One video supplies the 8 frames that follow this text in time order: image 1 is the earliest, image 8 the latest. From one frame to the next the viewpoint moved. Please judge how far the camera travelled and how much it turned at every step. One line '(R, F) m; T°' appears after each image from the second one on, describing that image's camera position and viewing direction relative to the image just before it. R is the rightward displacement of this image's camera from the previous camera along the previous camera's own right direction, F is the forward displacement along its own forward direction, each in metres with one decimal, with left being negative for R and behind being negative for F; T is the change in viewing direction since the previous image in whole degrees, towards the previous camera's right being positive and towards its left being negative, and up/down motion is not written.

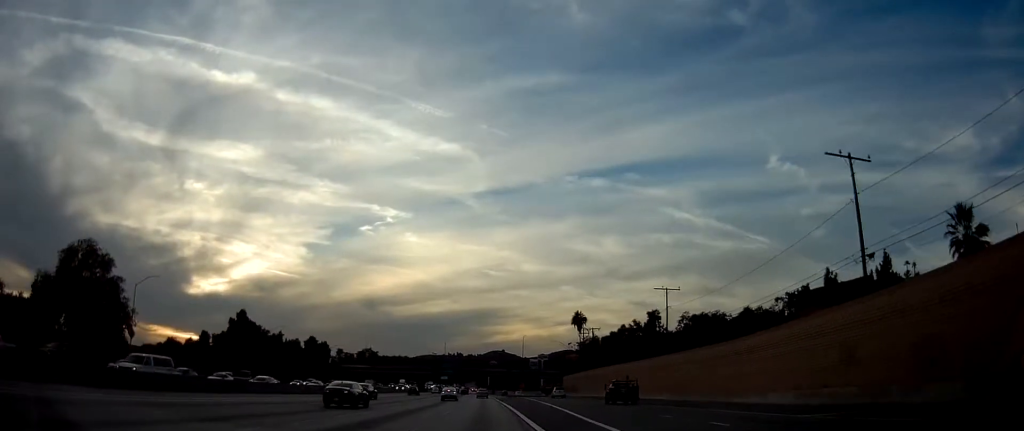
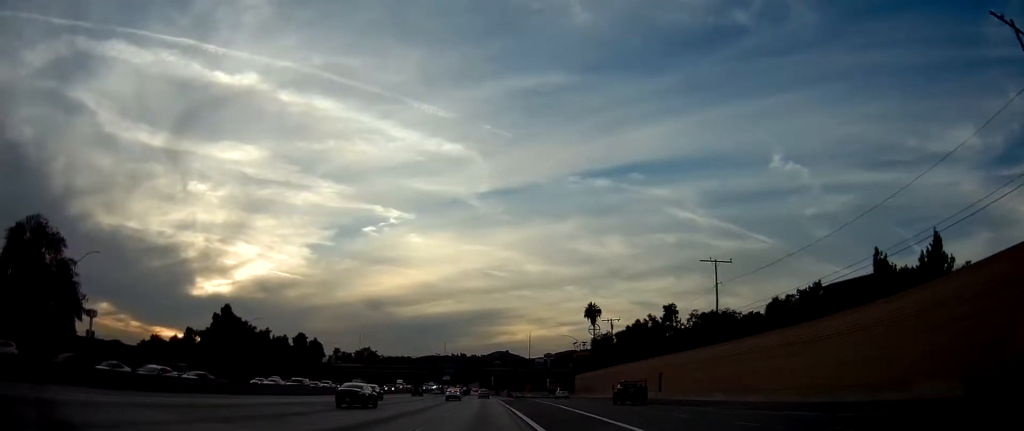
(-0.1, +14.7) m; -1°
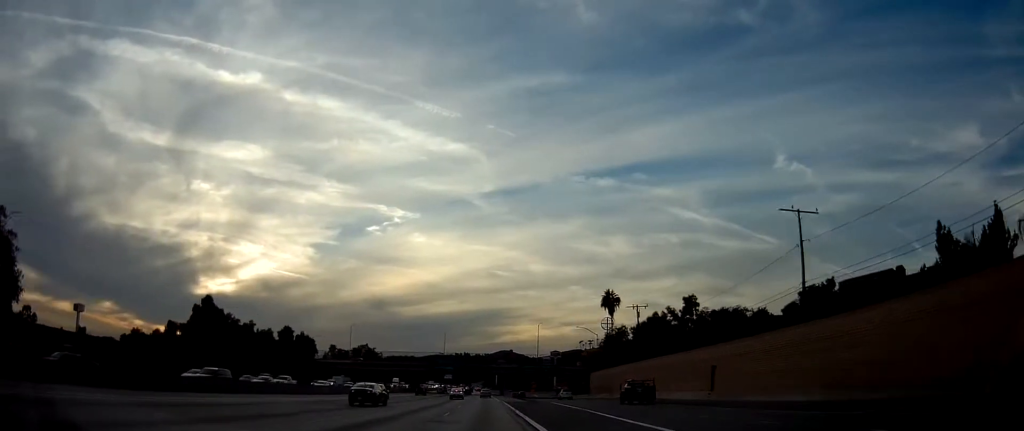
(-0.1, +15.6) m; -1°
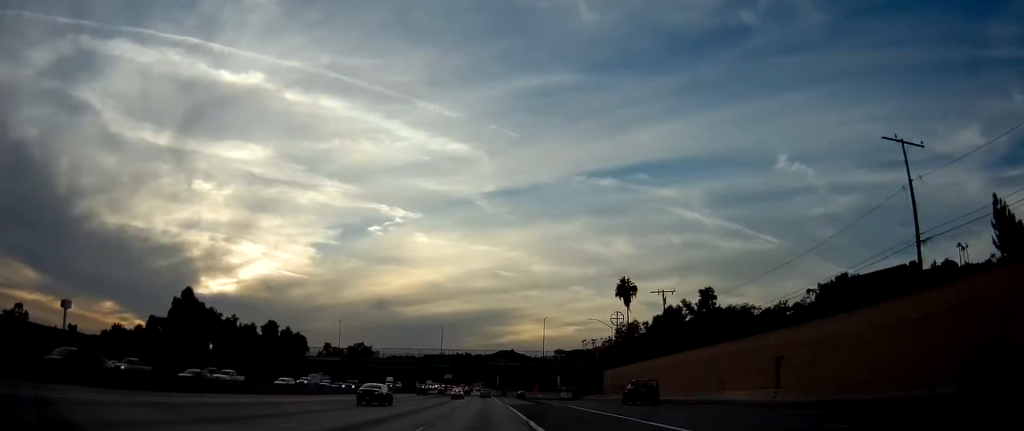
(-0.1, +12.5) m; 0°
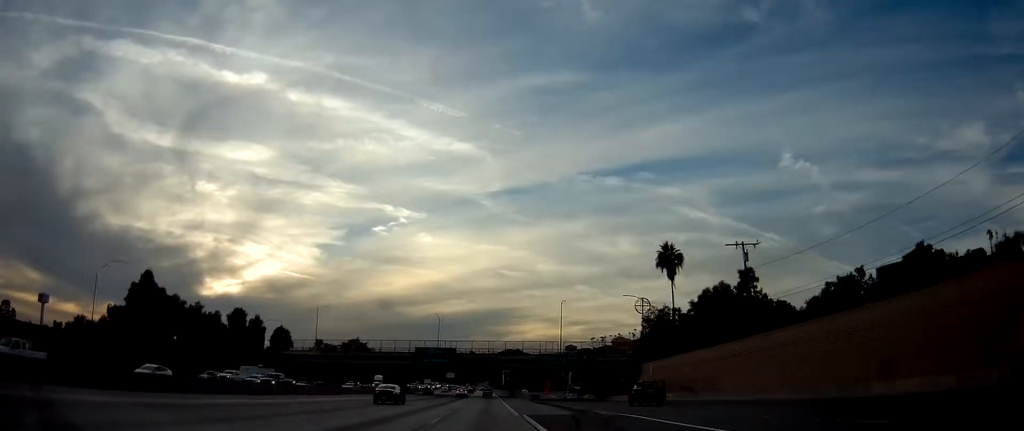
(-0.2, +23.0) m; 0°
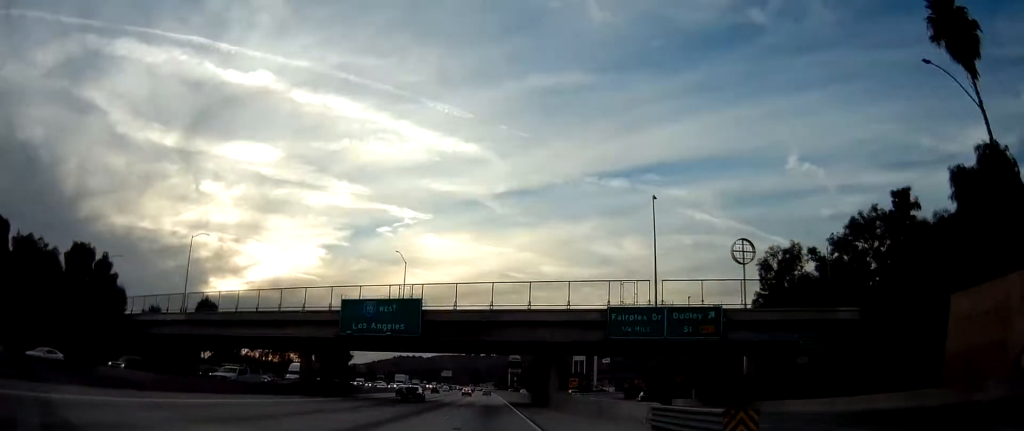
(-0.2, +56.4) m; -1°
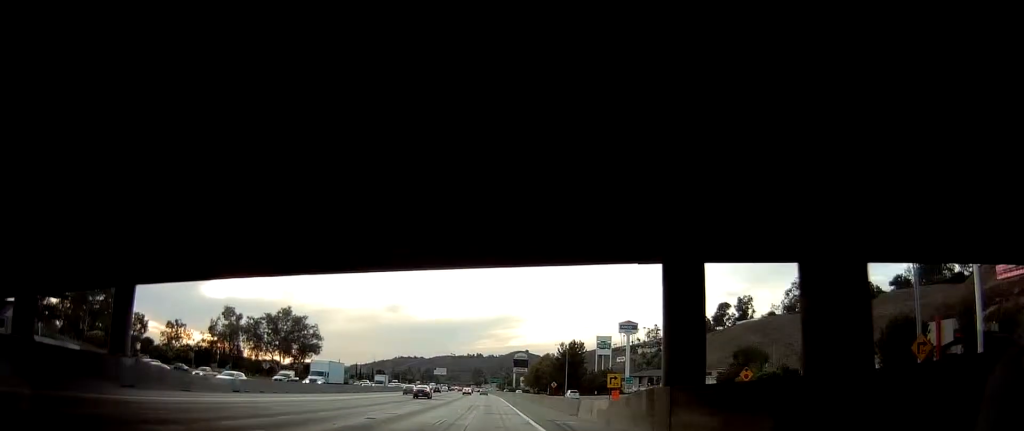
(-0.6, +45.6) m; -1°
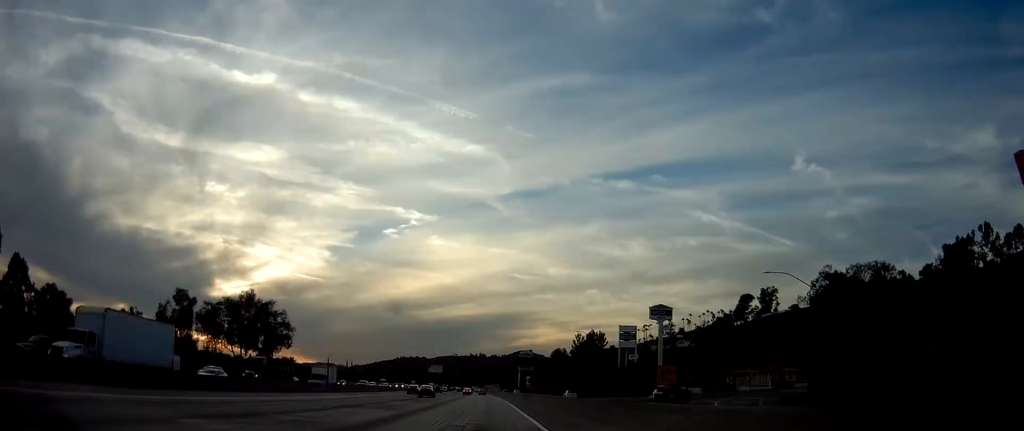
(+0.1, +30.0) m; 0°
